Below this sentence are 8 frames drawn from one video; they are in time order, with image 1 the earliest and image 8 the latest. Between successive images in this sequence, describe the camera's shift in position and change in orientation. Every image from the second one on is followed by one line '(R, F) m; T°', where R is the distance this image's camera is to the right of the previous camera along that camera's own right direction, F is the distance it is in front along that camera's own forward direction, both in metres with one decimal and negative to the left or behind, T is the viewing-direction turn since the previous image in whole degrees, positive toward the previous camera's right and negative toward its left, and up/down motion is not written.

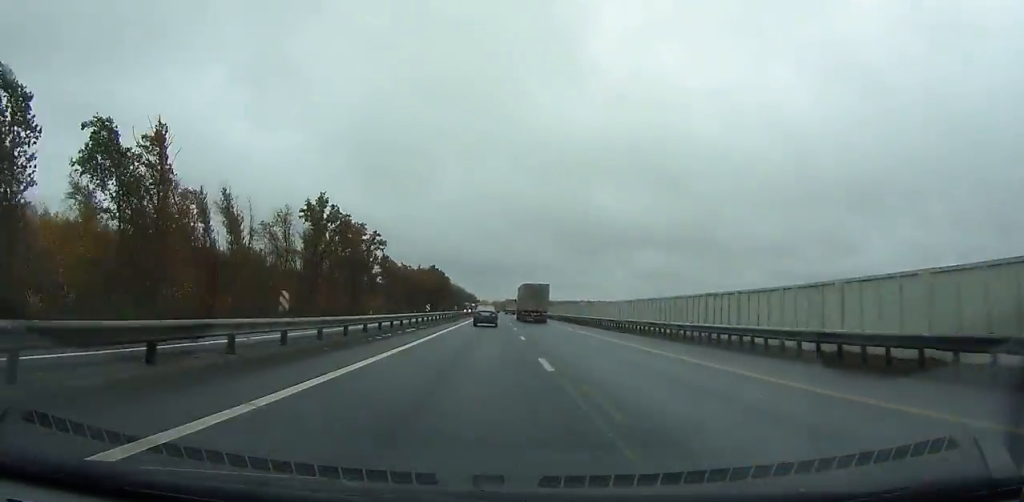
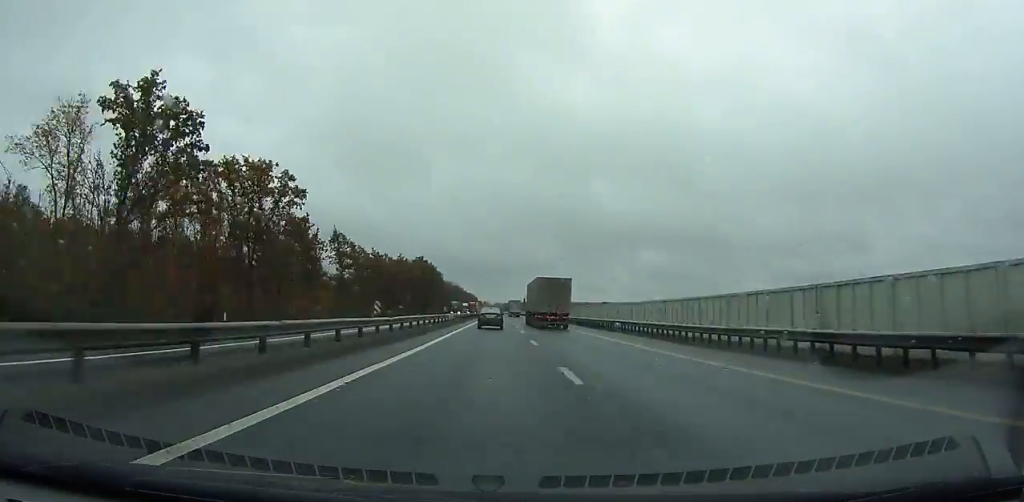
(0.0, +49.6) m; 0°
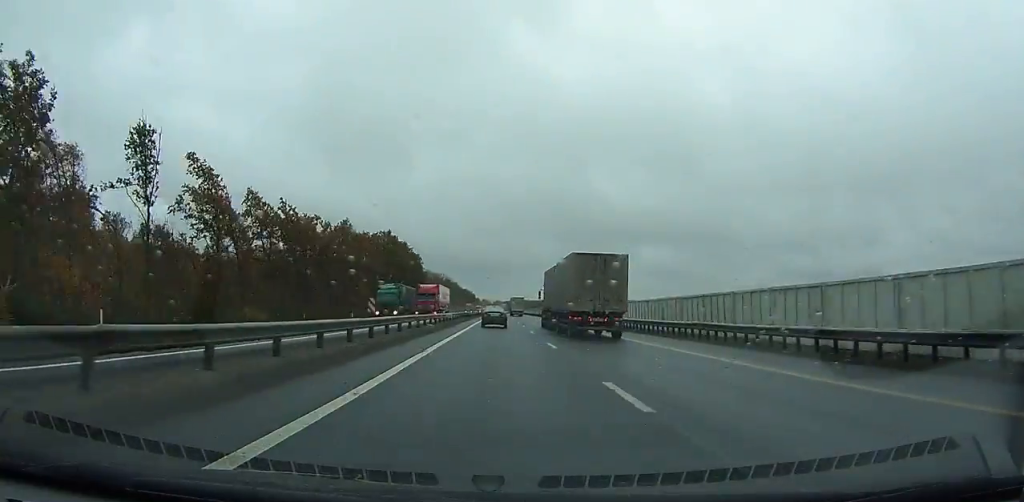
(+0.1, +65.2) m; 0°
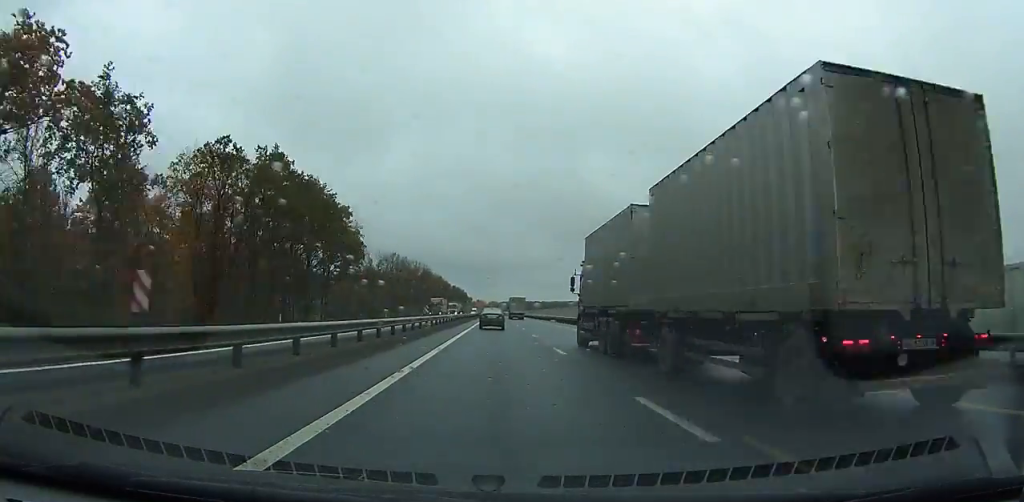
(+0.2, +74.8) m; 0°
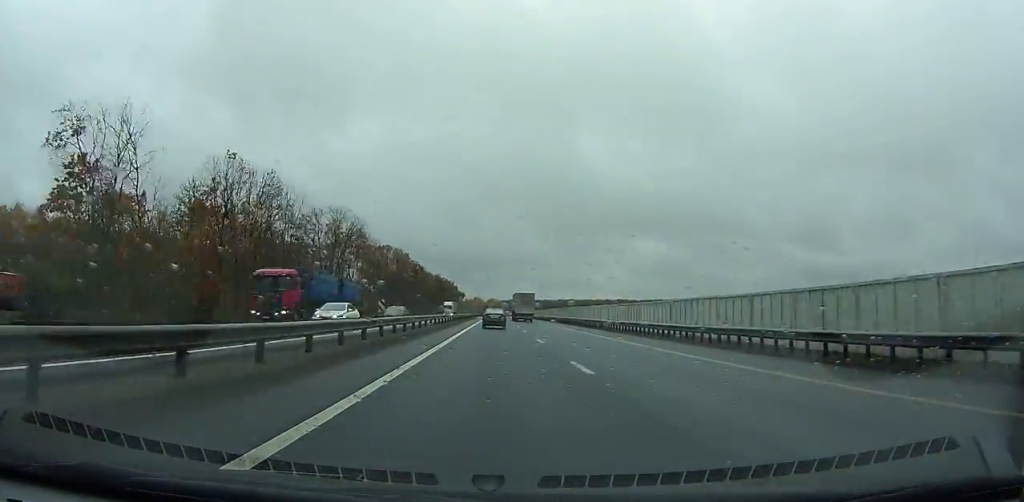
(+0.3, +103.8) m; 0°
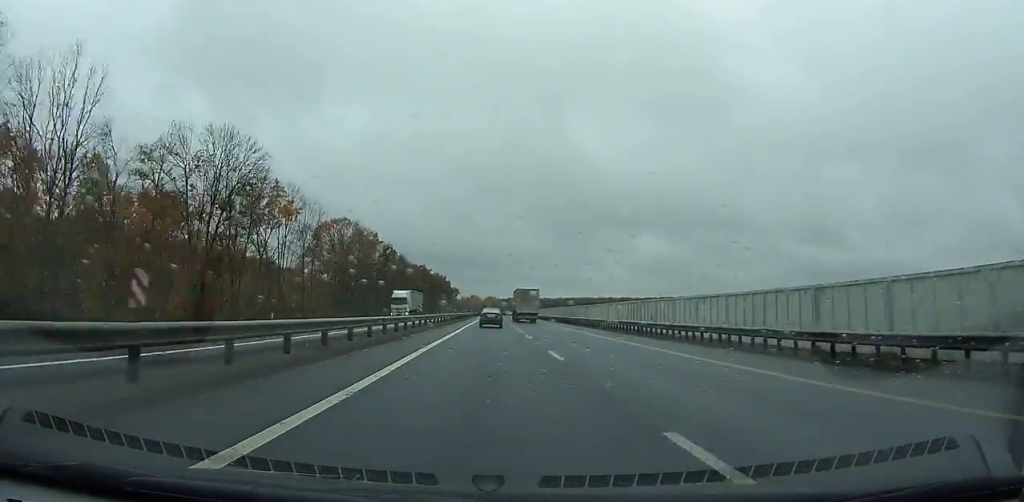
(+0.1, +45.6) m; 0°
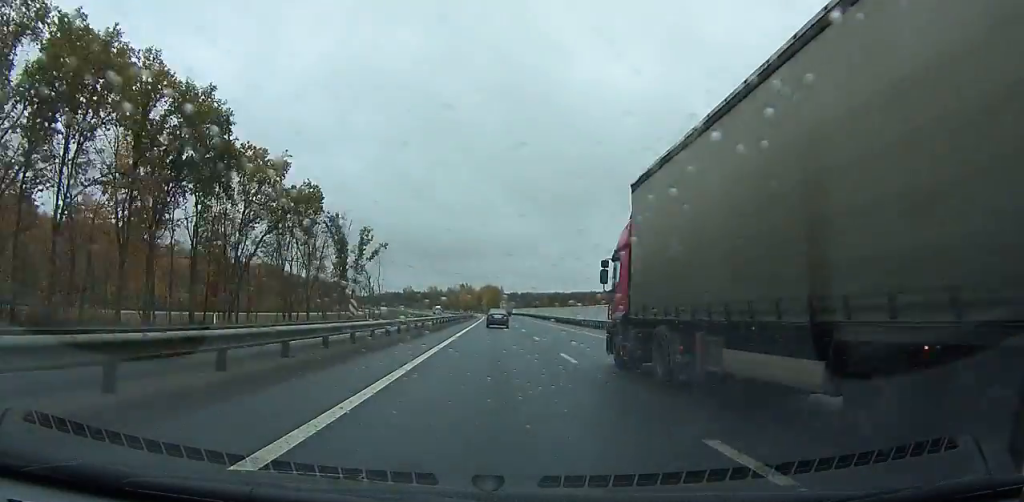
(0.0, +255.9) m; 0°
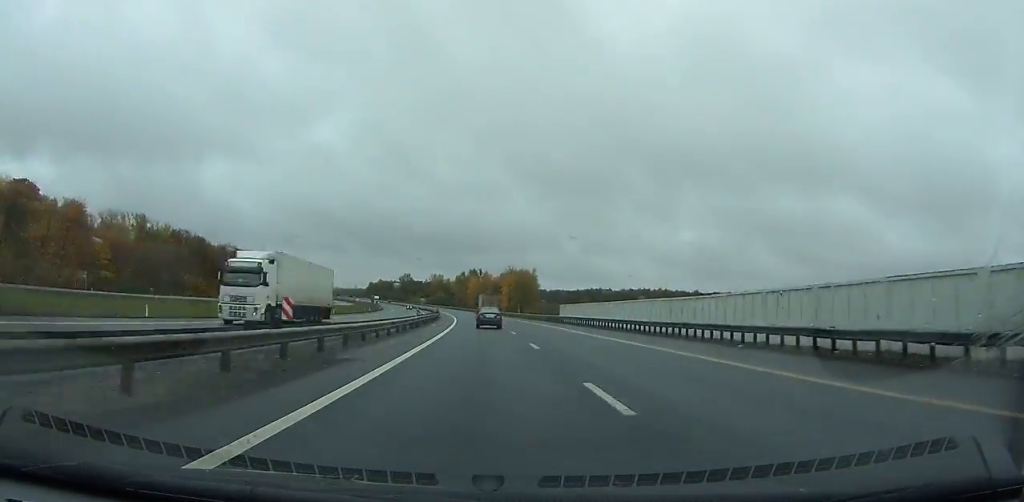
(-0.8, +155.8) m; -2°
